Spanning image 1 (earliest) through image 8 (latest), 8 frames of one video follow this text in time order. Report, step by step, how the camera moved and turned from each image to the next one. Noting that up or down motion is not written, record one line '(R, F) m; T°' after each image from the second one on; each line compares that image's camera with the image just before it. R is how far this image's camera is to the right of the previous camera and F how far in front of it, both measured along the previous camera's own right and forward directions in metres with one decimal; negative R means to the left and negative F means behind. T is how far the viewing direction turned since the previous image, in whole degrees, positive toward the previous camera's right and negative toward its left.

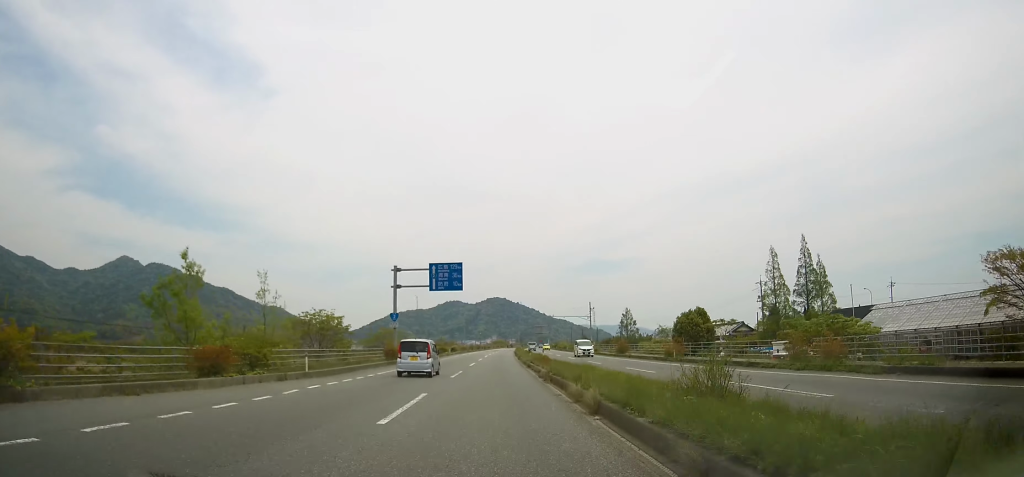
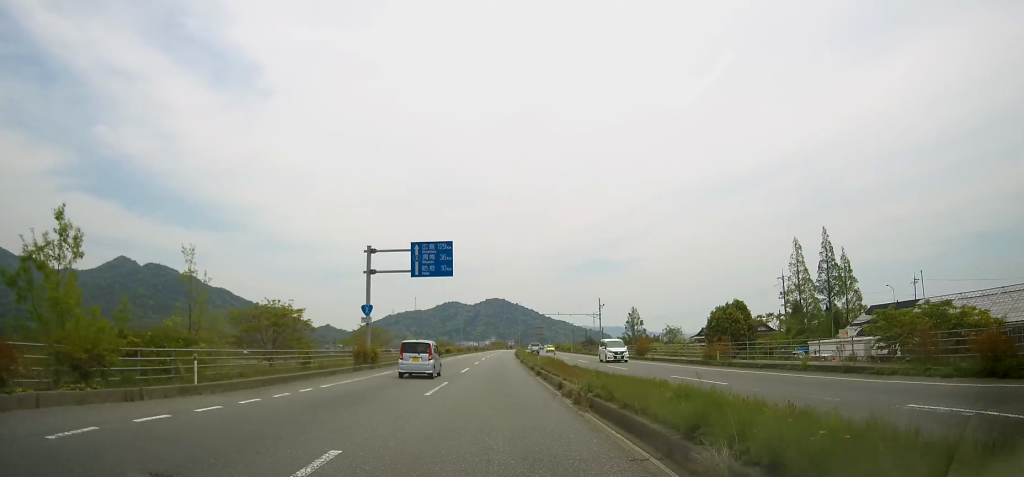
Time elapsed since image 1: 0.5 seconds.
(0.0, +8.8) m; 0°
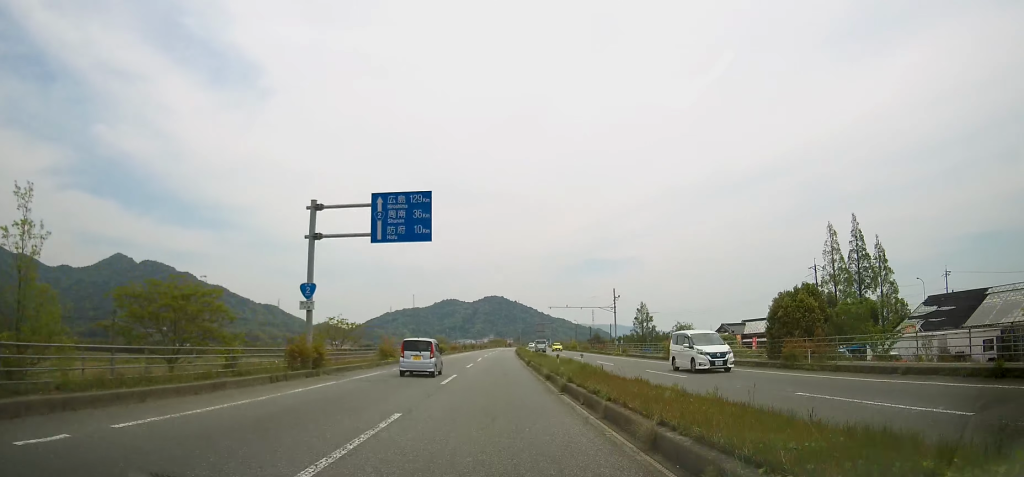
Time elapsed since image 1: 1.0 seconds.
(-0.1, +10.7) m; 0°
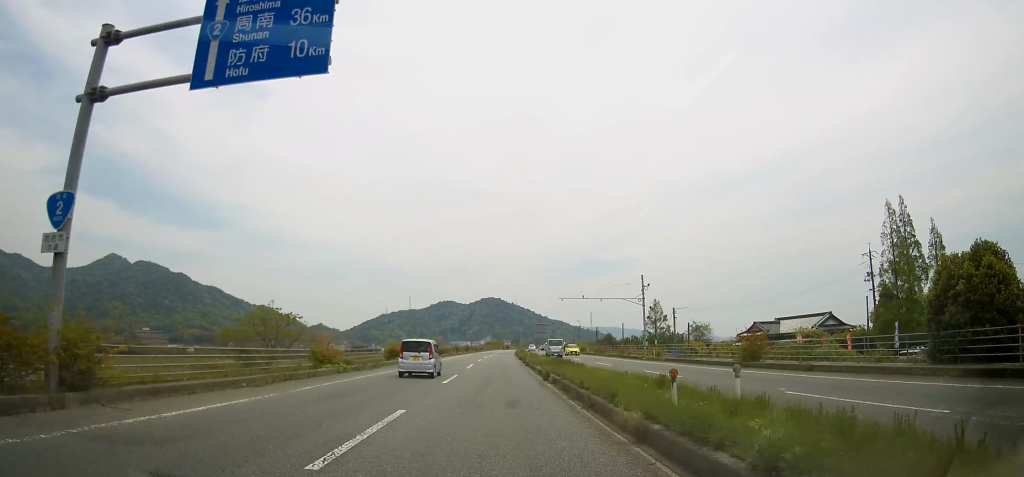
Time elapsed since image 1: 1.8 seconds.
(+0.2, +14.5) m; 0°
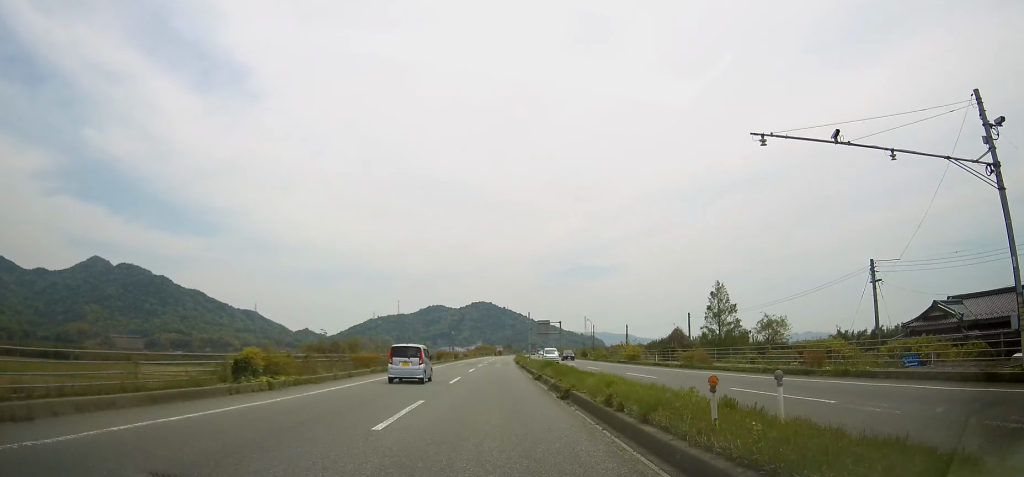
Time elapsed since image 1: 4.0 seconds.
(+0.4, +41.5) m; +1°
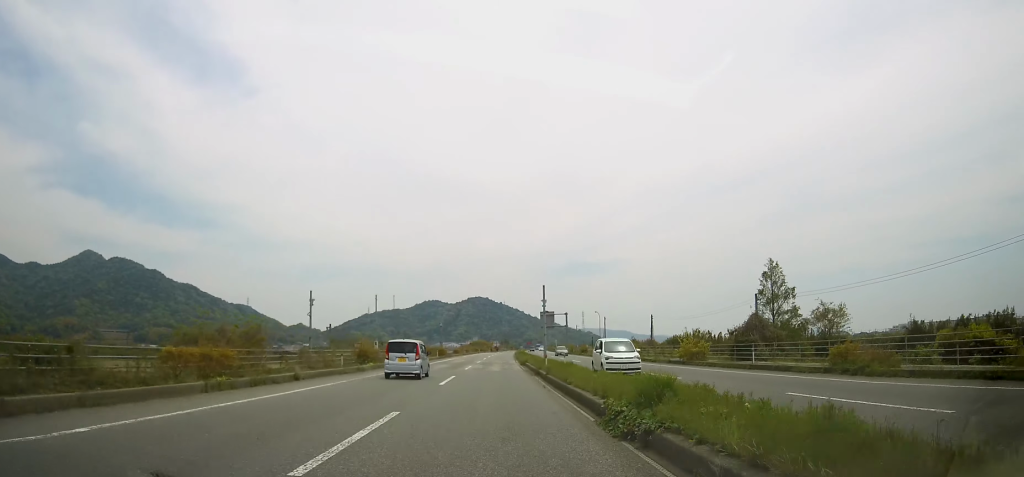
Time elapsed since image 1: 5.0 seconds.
(0.0, +18.8) m; 0°
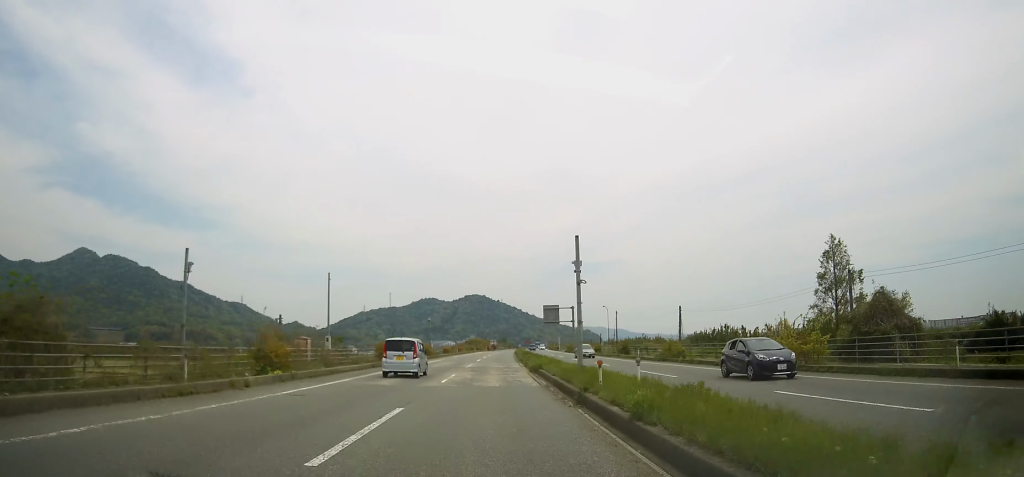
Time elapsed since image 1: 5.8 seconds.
(0.0, +14.5) m; 0°
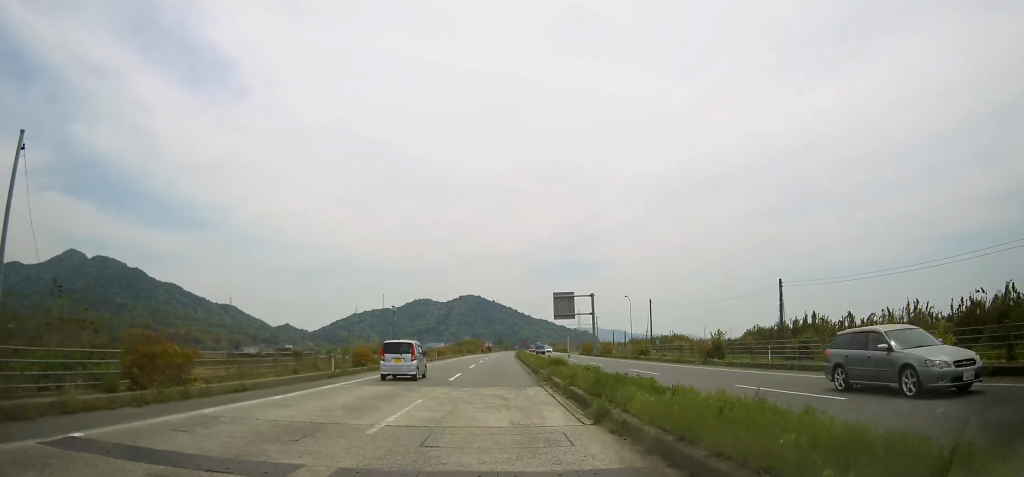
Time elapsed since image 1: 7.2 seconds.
(+0.2, +27.3) m; +1°
